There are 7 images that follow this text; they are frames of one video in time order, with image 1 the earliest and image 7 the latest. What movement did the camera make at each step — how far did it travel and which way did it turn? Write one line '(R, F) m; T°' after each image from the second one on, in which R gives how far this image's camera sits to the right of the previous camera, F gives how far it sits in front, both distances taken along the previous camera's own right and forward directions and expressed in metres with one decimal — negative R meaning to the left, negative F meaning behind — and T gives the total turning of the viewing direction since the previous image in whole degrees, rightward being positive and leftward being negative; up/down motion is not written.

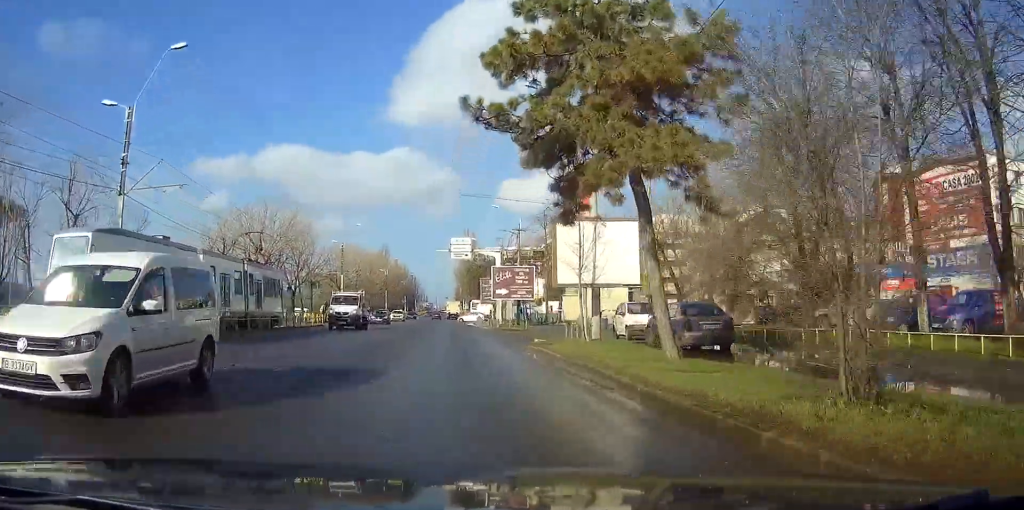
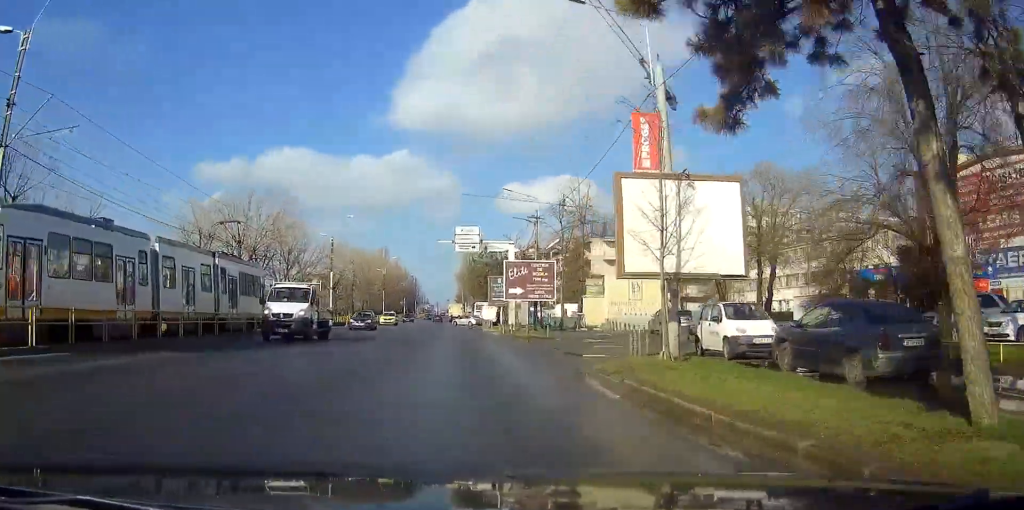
(0.0, +9.4) m; 0°
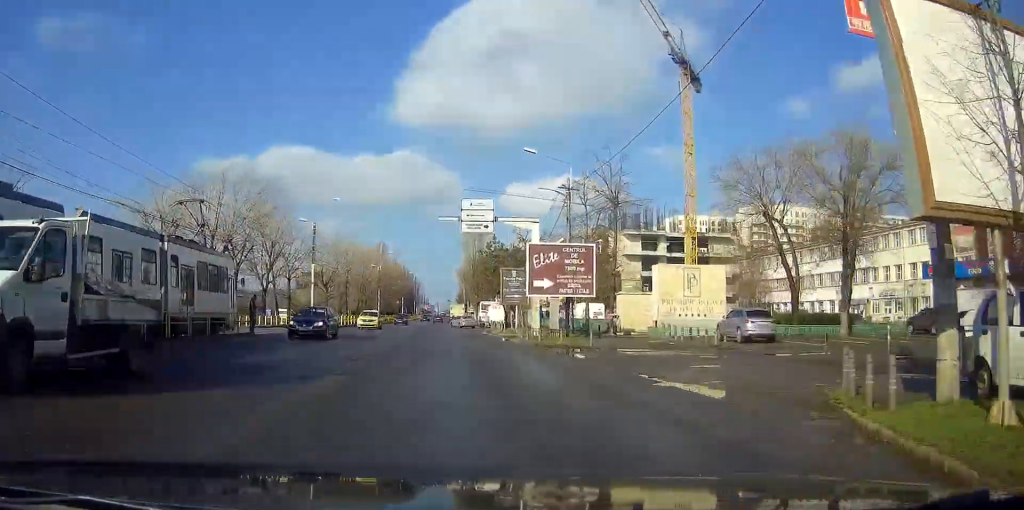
(-0.1, +11.7) m; 0°
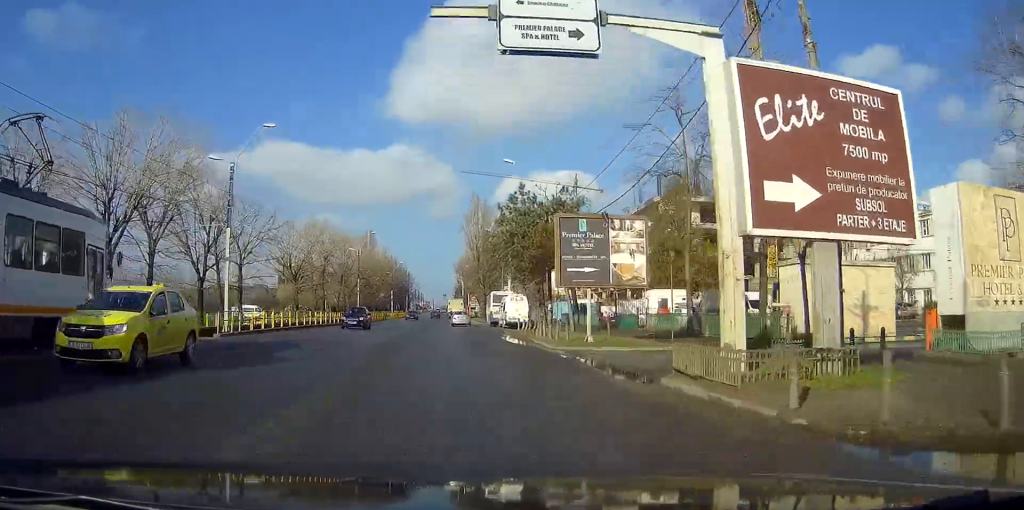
(+0.3, +25.9) m; +1°
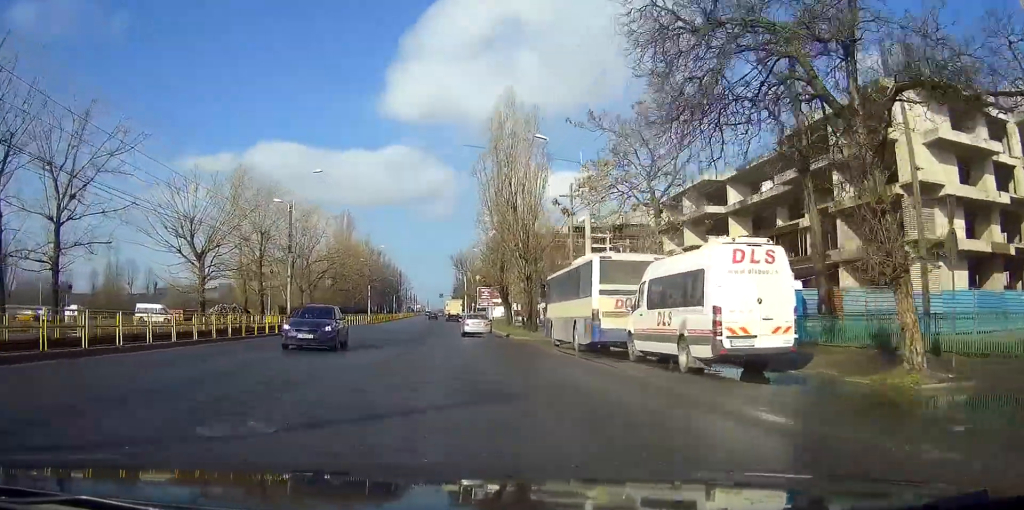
(-0.3, +44.5) m; 0°
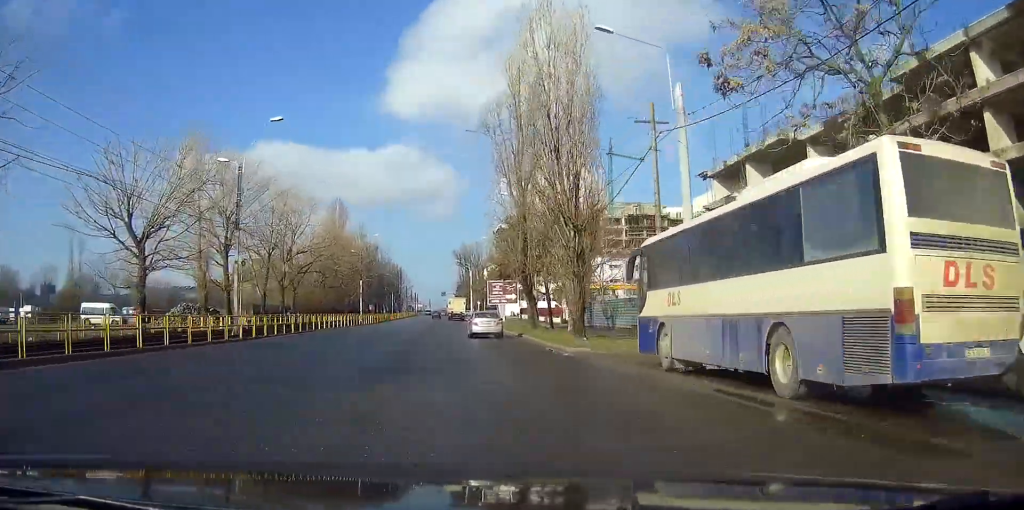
(0.0, +15.1) m; 0°
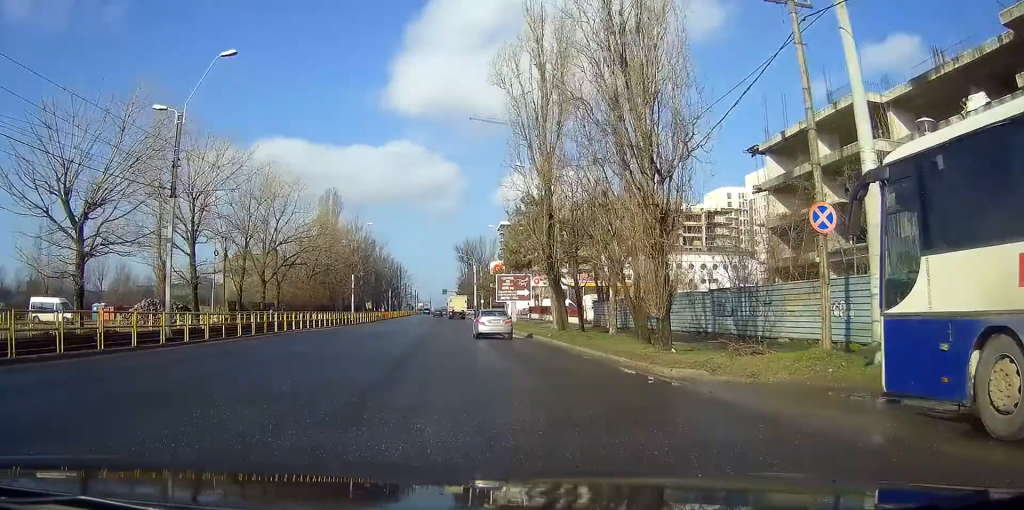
(0.0, +10.5) m; 0°
